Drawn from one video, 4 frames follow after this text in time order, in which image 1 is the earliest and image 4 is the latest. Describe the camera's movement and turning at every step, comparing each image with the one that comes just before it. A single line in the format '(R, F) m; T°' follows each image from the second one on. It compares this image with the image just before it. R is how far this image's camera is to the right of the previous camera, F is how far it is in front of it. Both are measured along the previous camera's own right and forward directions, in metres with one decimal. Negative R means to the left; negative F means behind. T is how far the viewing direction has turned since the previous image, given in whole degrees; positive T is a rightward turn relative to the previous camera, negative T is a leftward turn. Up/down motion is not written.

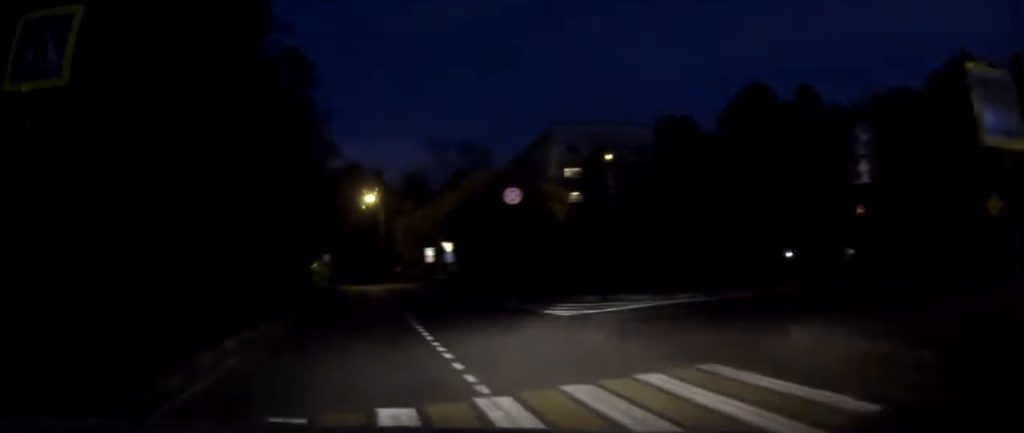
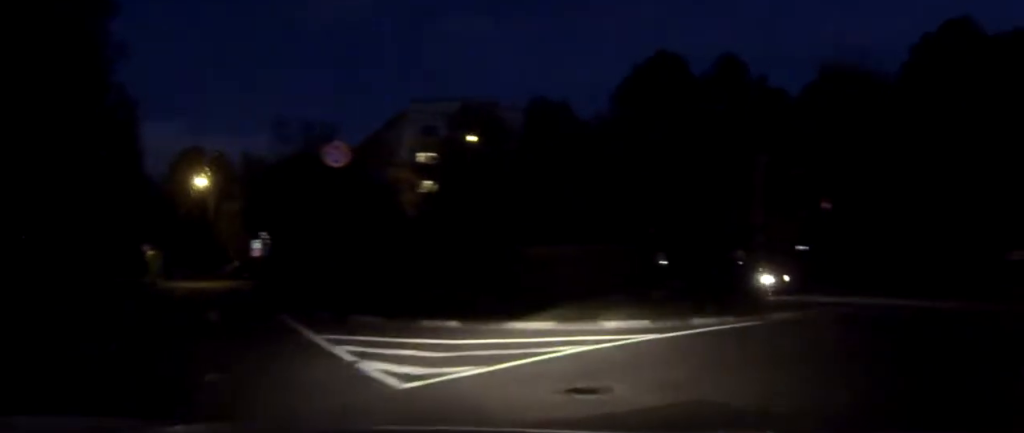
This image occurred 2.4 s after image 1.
(-1.9, +12.1) m; -3°
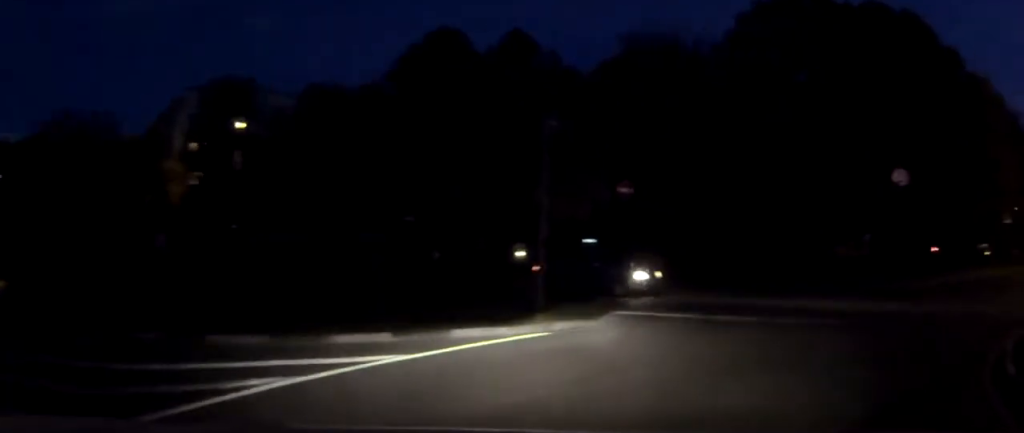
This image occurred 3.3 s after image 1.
(+0.3, +4.3) m; +14°
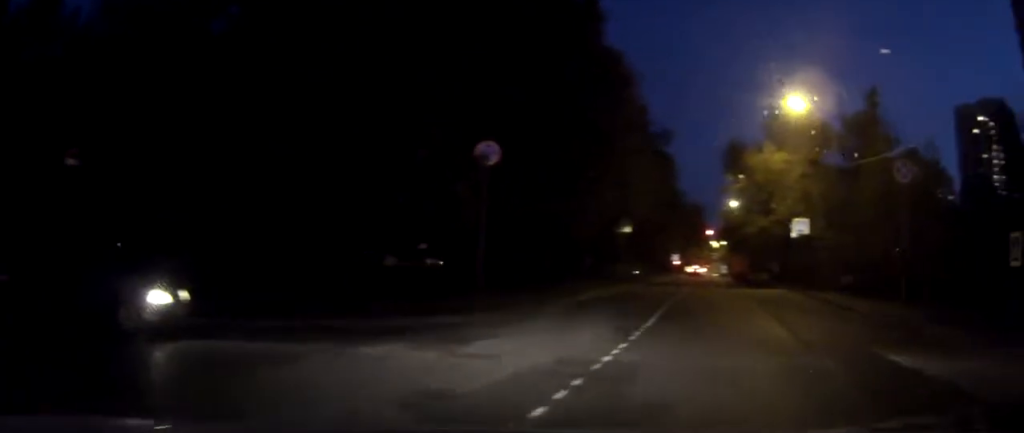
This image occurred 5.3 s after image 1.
(+2.9, +8.9) m; +34°
